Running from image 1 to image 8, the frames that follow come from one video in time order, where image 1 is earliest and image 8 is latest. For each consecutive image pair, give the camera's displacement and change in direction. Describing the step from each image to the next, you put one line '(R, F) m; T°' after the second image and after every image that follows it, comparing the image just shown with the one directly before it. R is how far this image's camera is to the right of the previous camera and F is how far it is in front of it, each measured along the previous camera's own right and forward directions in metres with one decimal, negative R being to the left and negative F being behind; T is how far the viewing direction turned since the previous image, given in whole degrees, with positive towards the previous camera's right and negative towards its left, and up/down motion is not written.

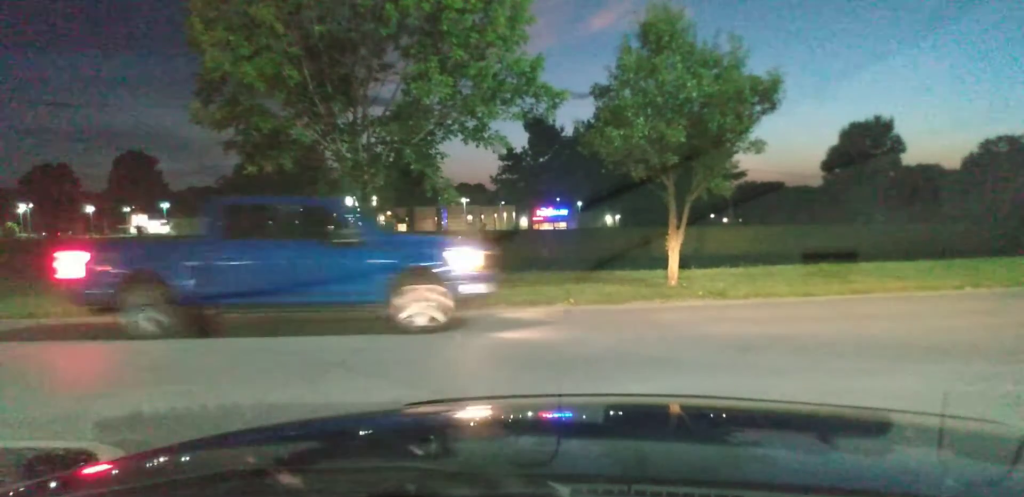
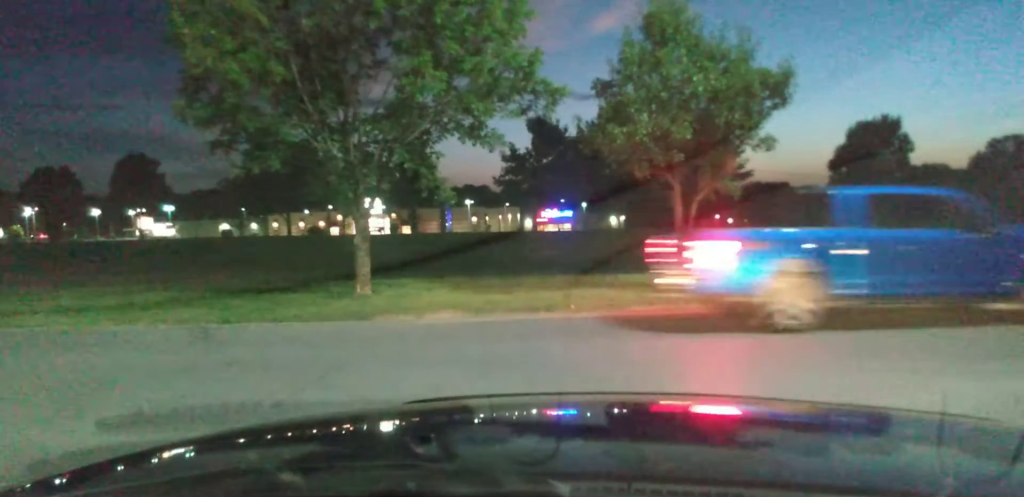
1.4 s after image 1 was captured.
(0.0, +1.1) m; 0°
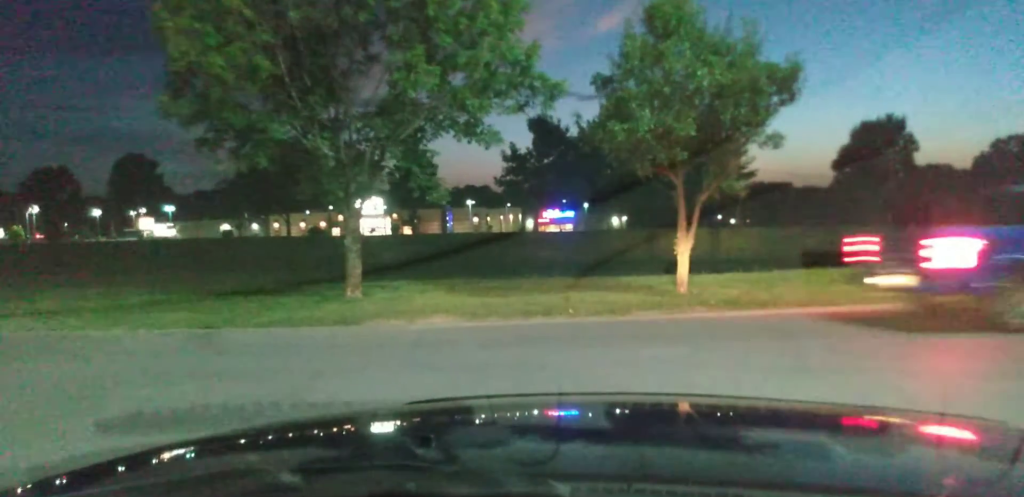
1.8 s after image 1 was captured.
(+0.1, +0.5) m; +5°
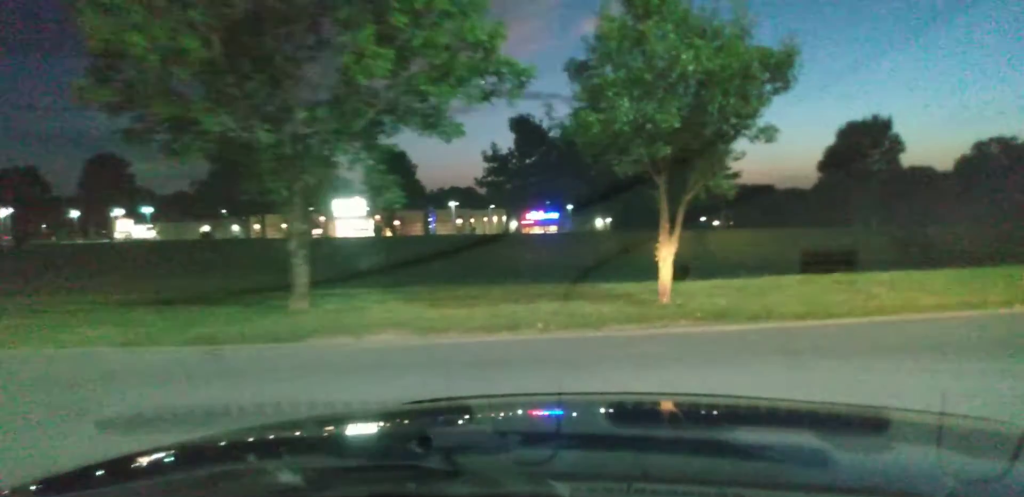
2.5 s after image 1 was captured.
(+0.1, +0.7) m; +10°
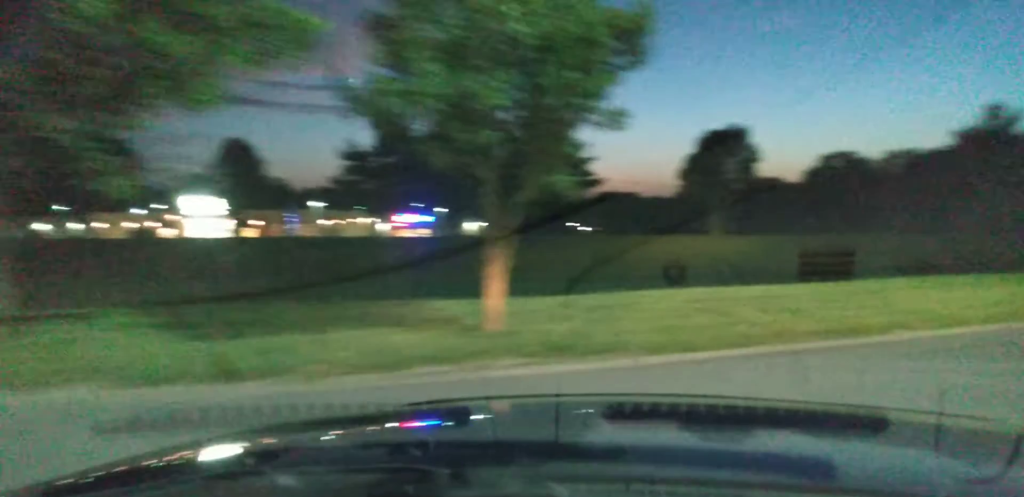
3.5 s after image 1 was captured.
(+0.1, +1.9) m; +6°
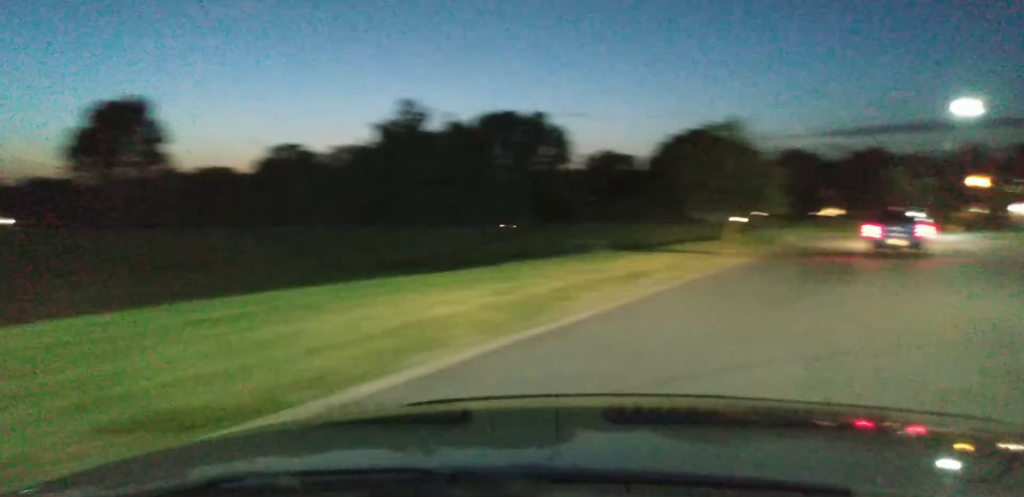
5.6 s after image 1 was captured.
(+1.6, +7.0) m; +27°
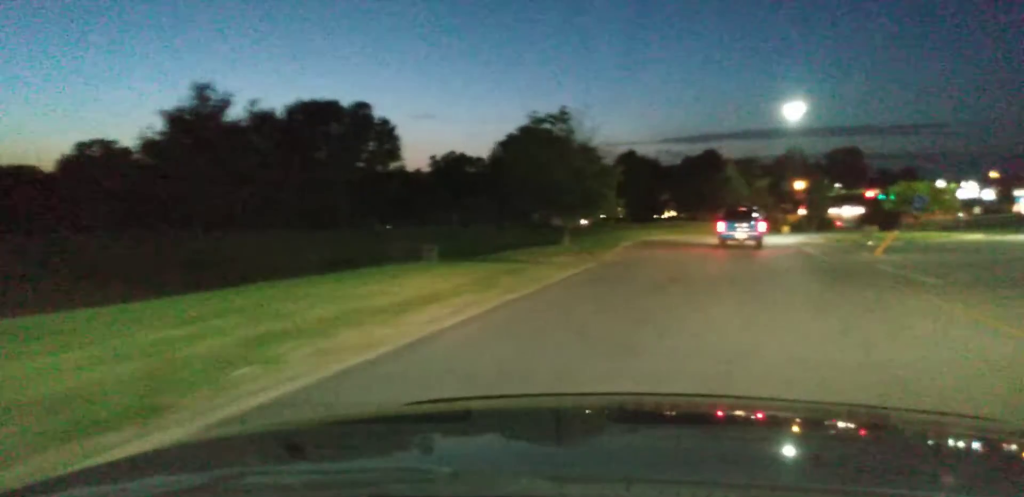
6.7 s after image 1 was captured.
(+0.7, +5.6) m; +12°
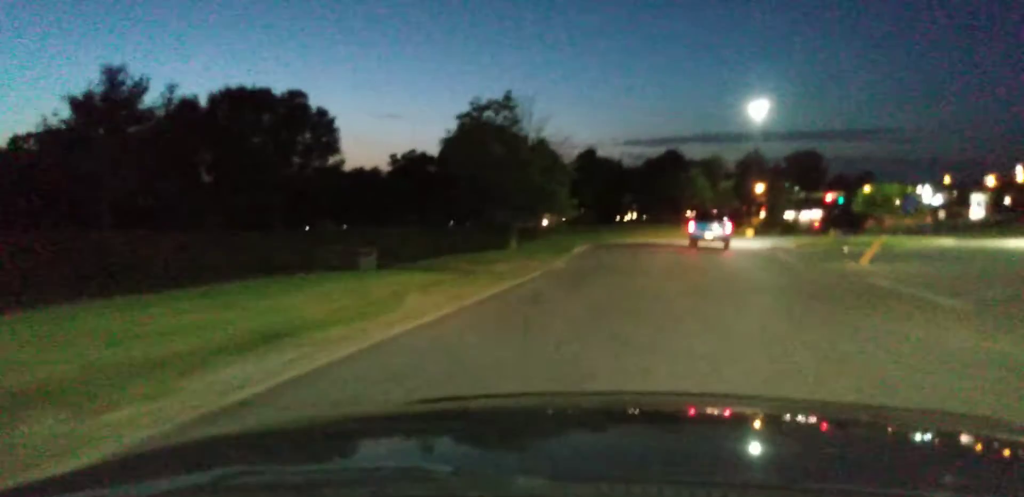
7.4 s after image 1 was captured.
(+0.2, +3.3) m; +4°
